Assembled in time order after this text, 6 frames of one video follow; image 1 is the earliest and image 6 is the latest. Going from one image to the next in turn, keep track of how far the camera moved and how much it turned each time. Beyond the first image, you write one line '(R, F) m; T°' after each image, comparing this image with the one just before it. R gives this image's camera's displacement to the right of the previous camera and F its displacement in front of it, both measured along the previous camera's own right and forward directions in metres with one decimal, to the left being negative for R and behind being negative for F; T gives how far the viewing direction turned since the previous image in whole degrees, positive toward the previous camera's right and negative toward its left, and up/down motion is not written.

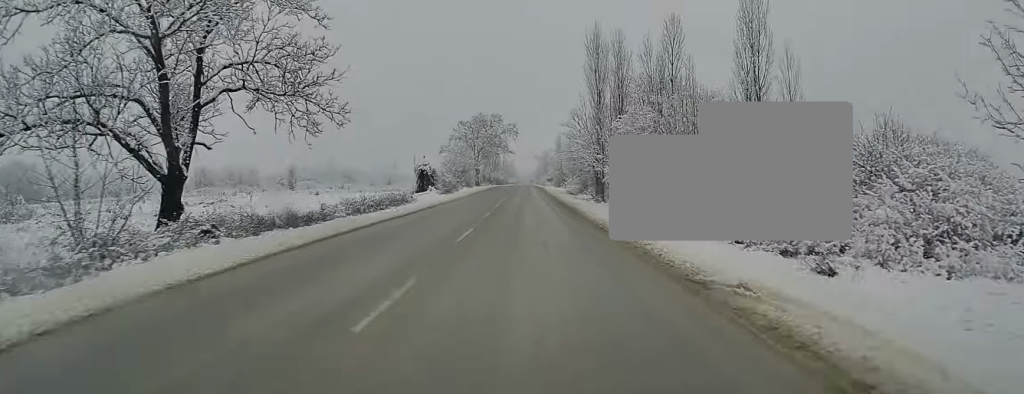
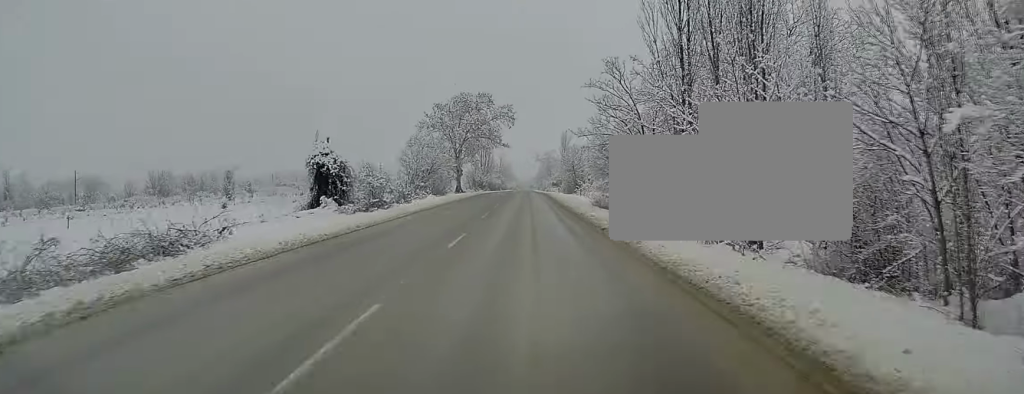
(+0.1, +28.8) m; 0°
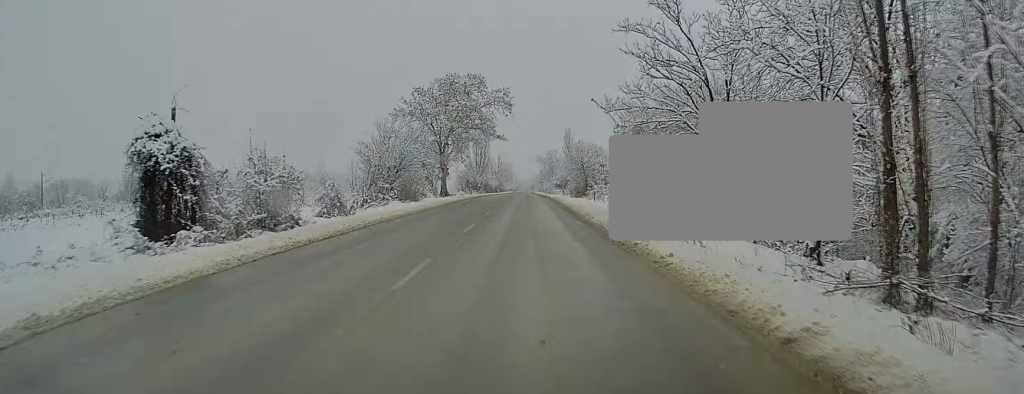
(0.0, +14.0) m; 0°
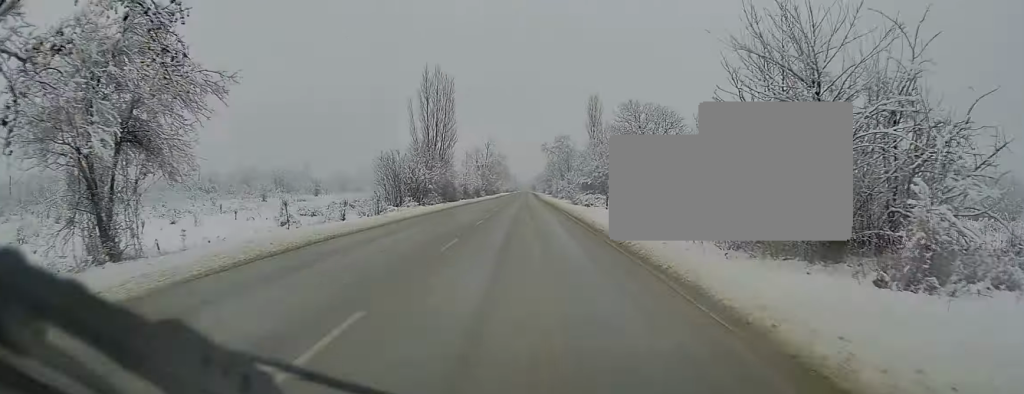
(0.0, +58.5) m; 0°
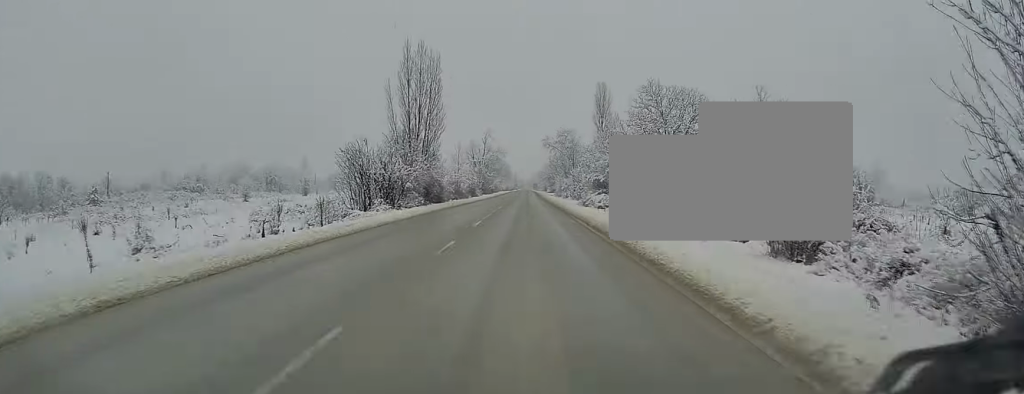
(-0.1, +9.9) m; 0°
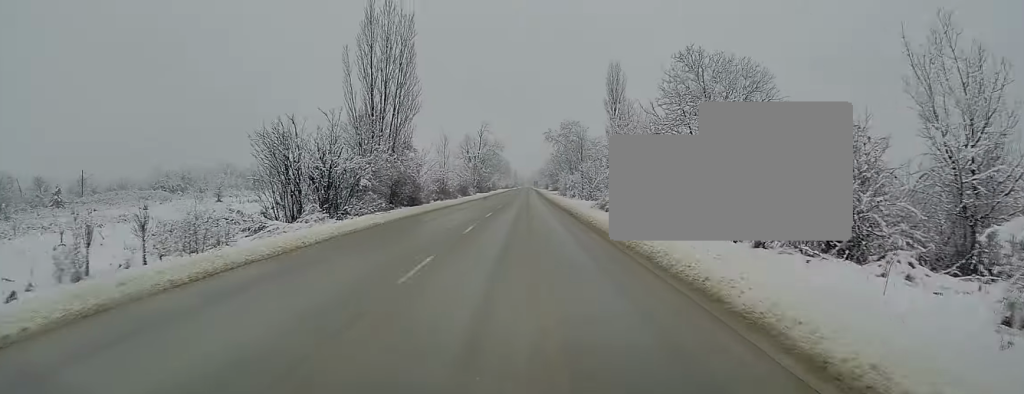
(+0.1, +12.3) m; 0°
